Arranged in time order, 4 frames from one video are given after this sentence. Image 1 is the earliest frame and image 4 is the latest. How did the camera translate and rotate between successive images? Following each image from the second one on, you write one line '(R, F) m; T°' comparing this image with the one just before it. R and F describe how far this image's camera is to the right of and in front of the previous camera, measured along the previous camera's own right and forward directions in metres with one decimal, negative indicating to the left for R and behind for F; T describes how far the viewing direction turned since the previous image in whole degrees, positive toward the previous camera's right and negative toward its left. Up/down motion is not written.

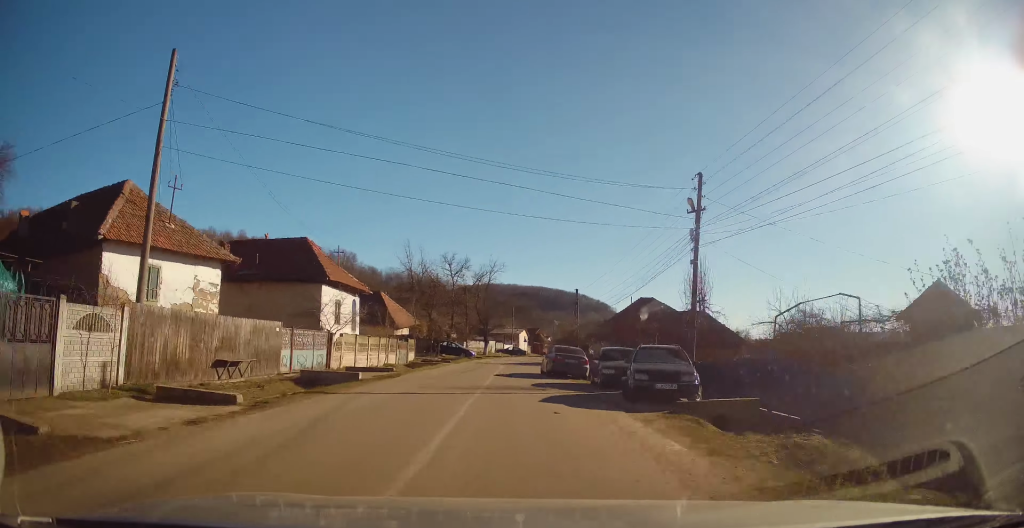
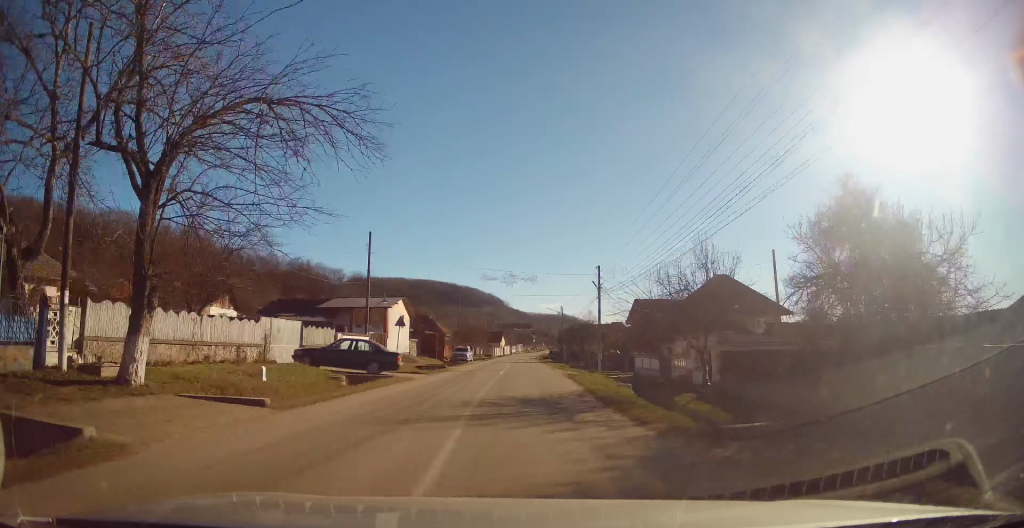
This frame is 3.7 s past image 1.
(+3.4, +57.4) m; +10°
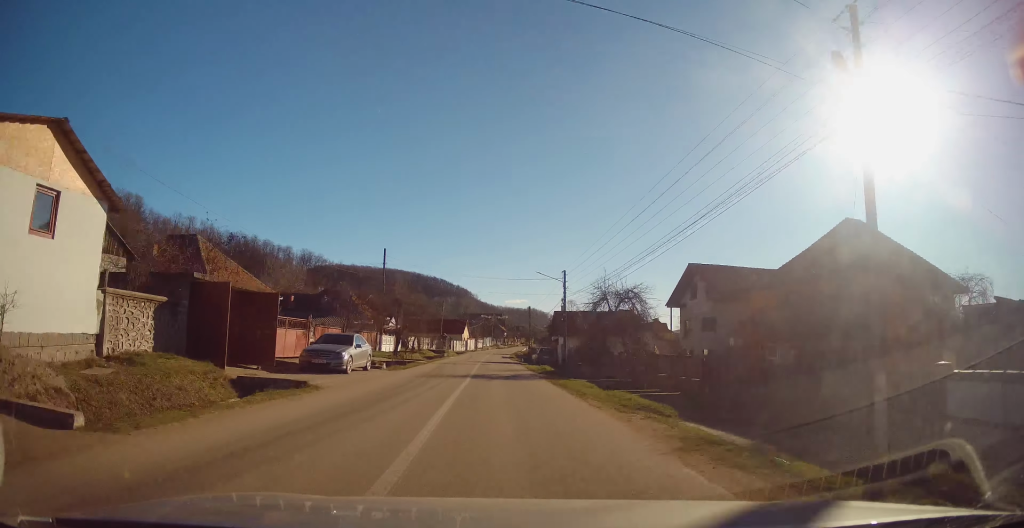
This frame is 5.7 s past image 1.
(+1.9, +32.3) m; +6°
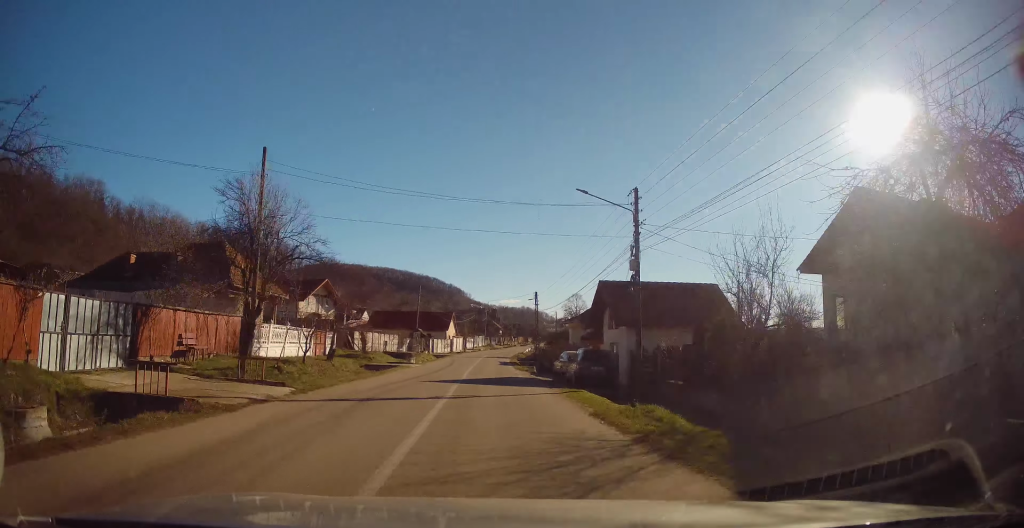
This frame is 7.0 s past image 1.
(-0.6, +23.0) m; -2°
